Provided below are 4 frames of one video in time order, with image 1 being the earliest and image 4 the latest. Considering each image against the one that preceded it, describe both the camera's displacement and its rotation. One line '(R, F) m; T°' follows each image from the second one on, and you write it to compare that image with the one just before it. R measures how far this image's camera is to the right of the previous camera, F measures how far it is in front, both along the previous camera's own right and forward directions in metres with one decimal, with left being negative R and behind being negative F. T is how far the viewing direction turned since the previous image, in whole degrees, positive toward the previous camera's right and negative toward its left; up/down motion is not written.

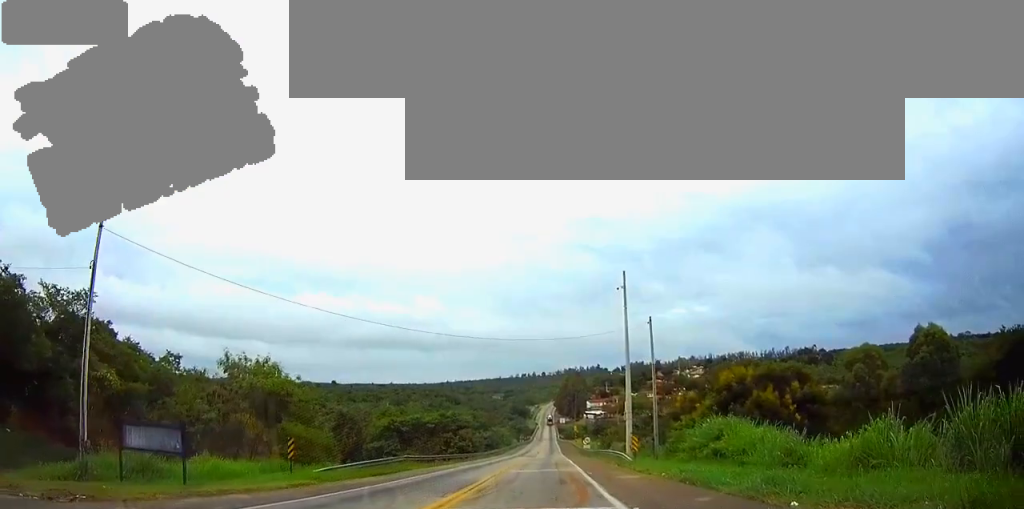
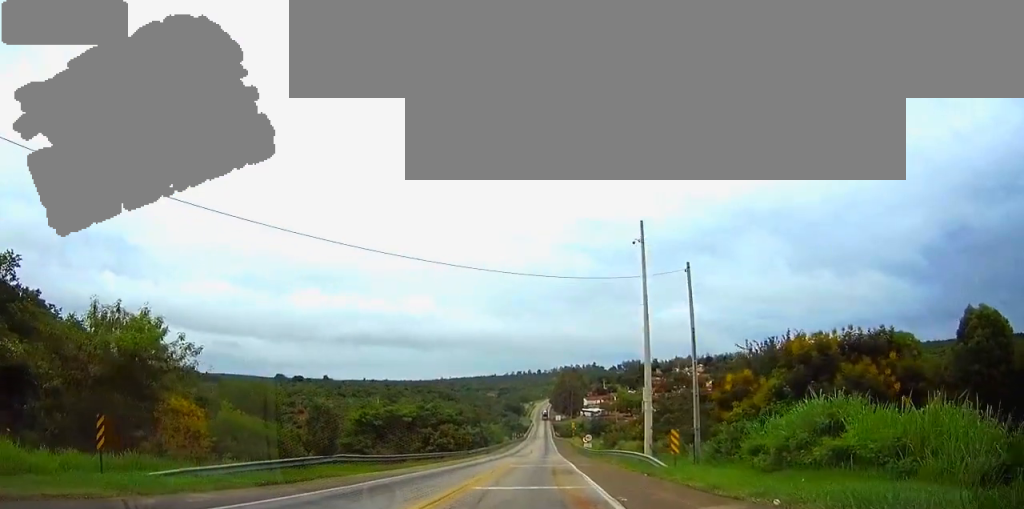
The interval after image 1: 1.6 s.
(+0.1, +13.6) m; 0°
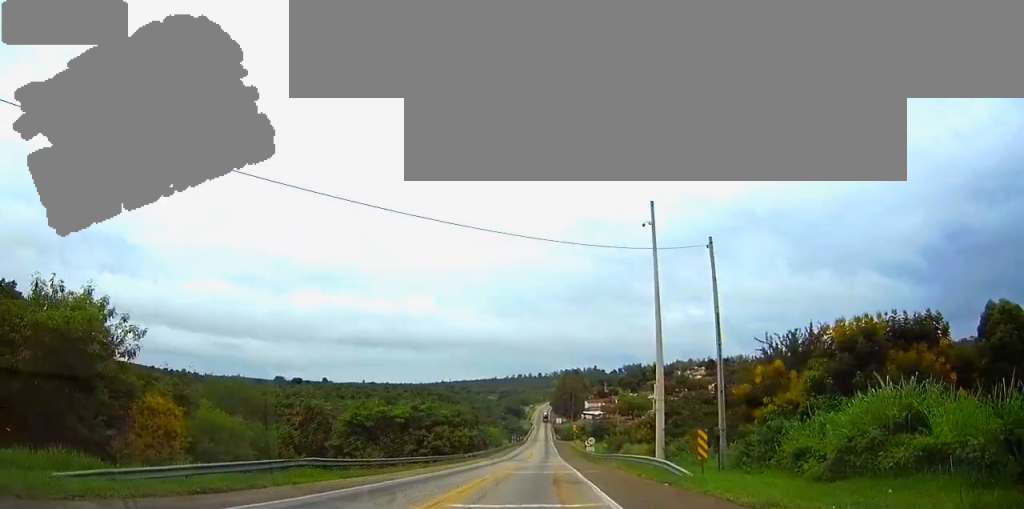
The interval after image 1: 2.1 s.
(0.0, +4.5) m; -1°
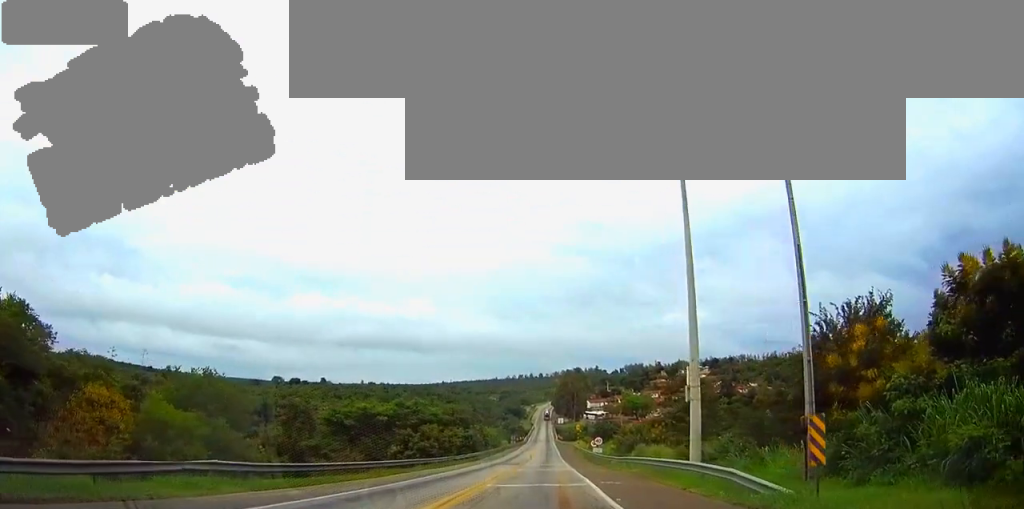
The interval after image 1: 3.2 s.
(-0.2, +9.4) m; -1°
